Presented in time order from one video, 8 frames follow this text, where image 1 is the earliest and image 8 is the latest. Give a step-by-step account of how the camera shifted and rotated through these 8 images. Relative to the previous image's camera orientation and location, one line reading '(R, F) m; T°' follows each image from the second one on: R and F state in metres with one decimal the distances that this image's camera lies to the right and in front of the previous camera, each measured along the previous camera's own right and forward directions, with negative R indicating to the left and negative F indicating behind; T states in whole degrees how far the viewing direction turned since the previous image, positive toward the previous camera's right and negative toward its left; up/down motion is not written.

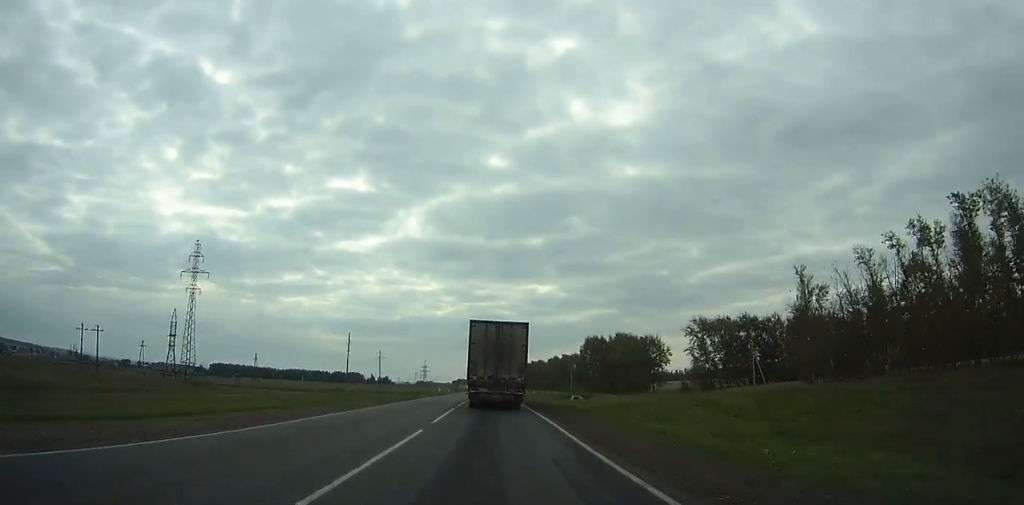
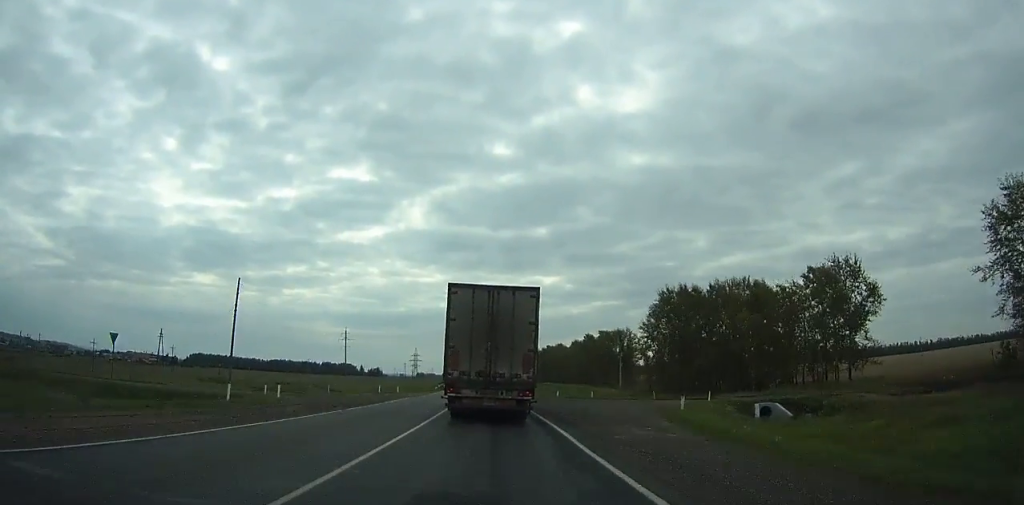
(-0.1, +97.3) m; -1°
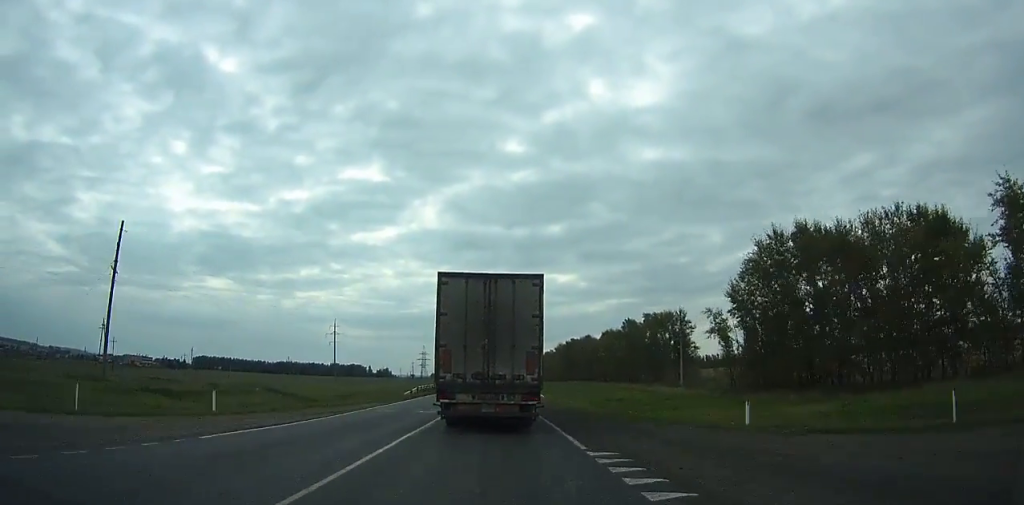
(-0.2, +44.0) m; -1°
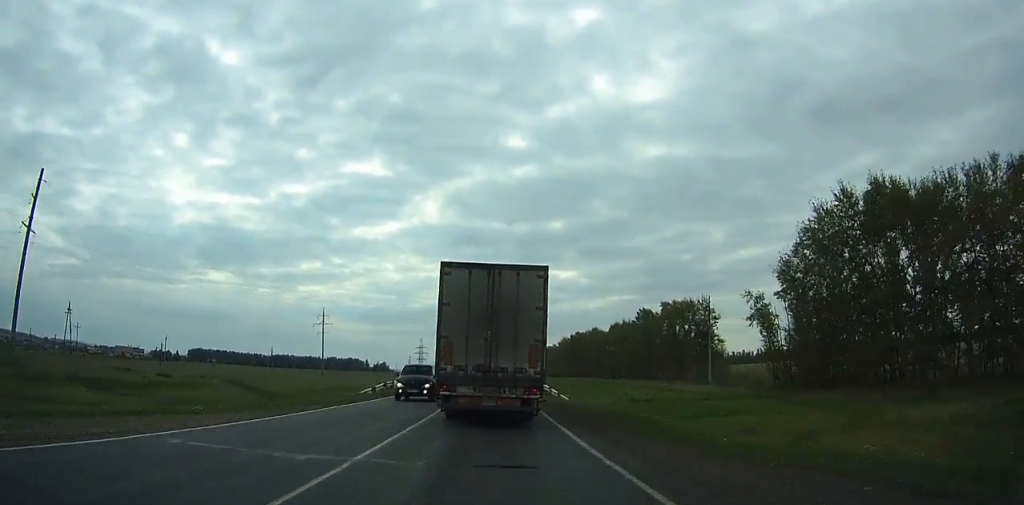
(-0.1, +17.0) m; 0°
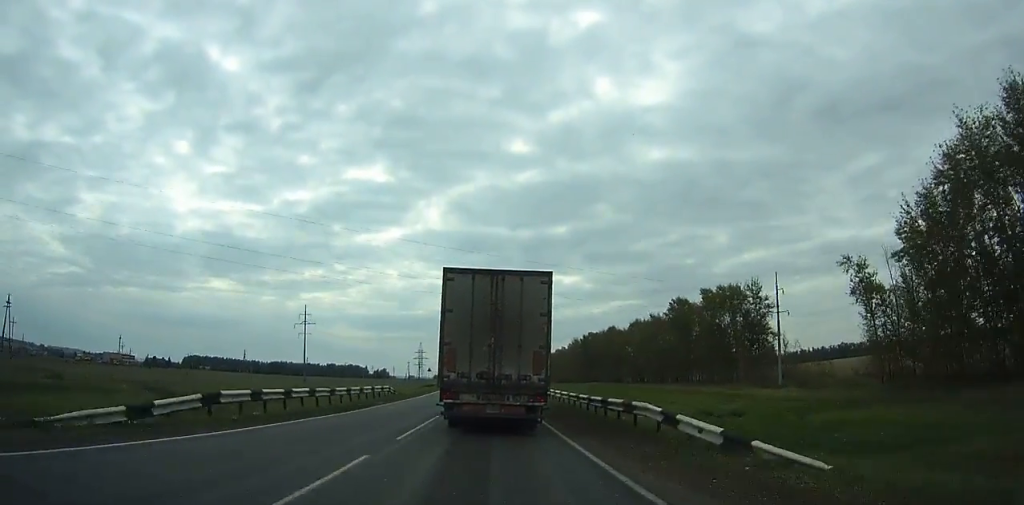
(-0.1, +25.7) m; 0°
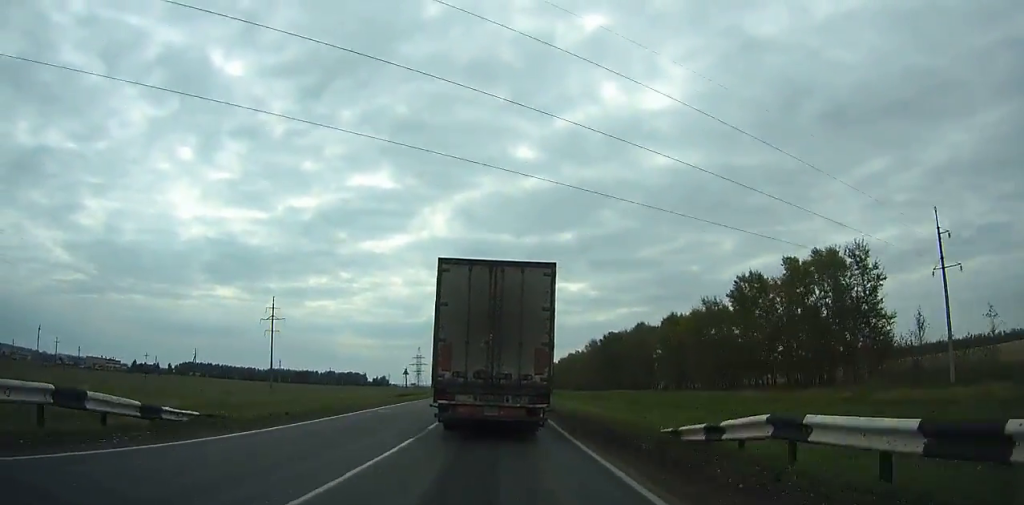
(-0.1, +32.5) m; 0°
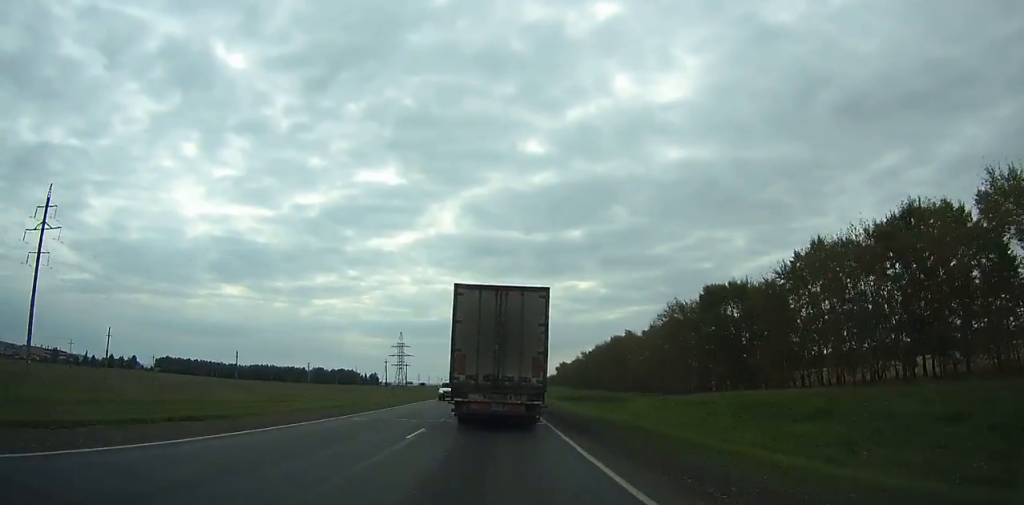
(-0.5, +90.9) m; -1°
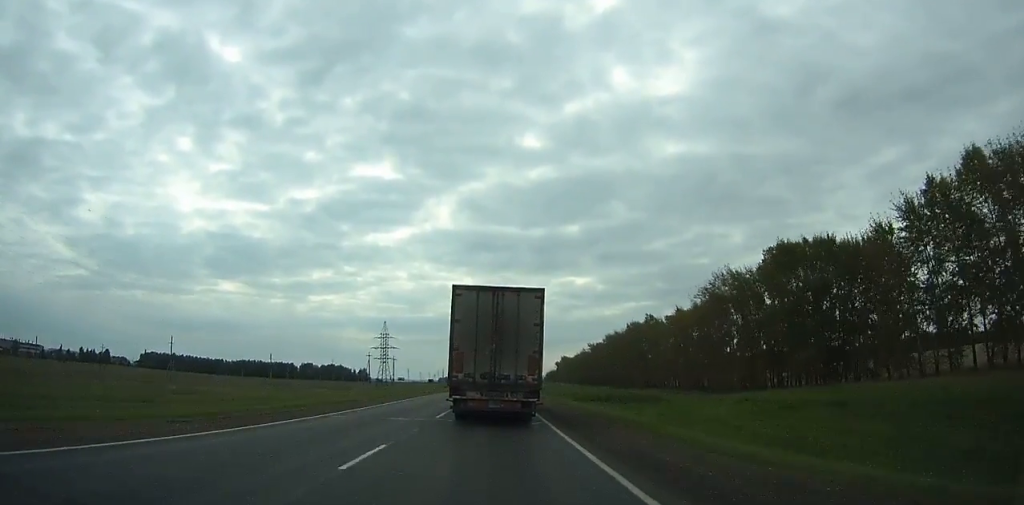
(-0.1, +28.1) m; 0°
